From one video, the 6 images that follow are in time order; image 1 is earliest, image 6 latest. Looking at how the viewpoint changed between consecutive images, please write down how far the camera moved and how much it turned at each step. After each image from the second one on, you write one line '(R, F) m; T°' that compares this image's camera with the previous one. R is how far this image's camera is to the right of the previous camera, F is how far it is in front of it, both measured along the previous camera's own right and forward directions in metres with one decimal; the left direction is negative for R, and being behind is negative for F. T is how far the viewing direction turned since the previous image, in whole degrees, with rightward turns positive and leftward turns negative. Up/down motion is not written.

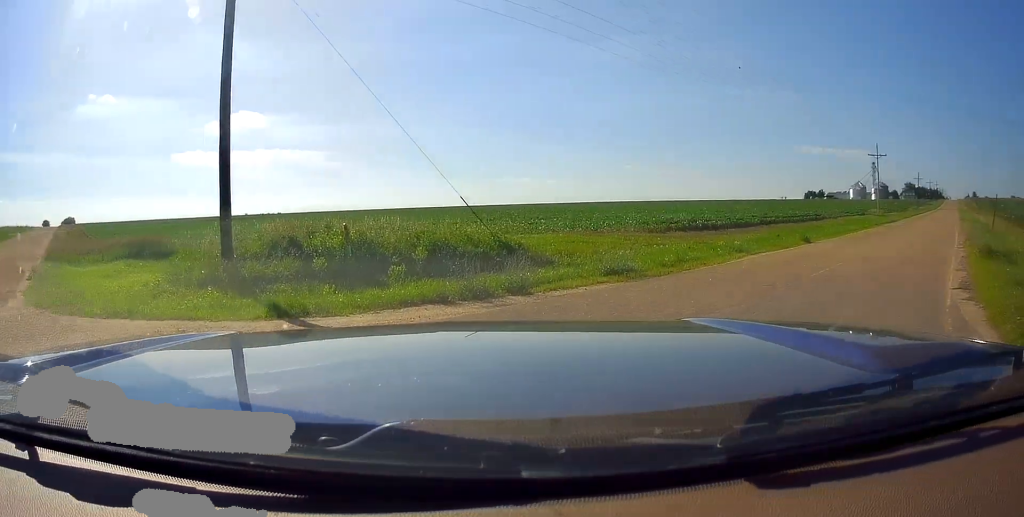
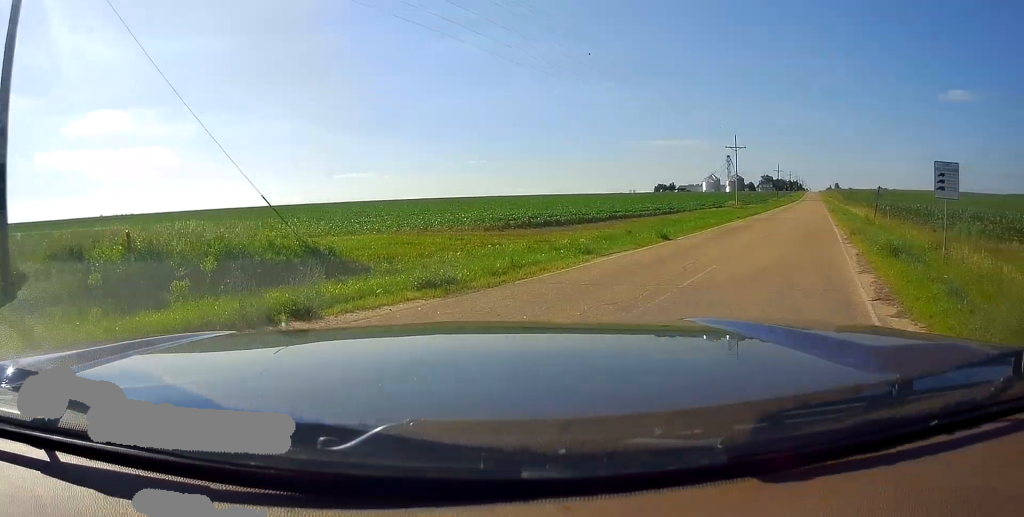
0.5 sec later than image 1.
(+0.2, +1.3) m; +3°
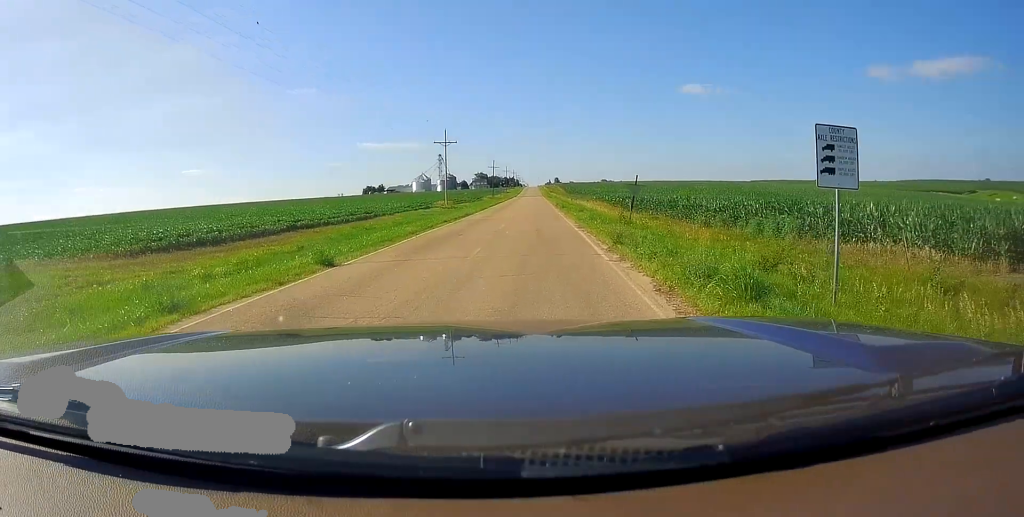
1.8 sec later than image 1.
(+0.4, +4.5) m; +21°
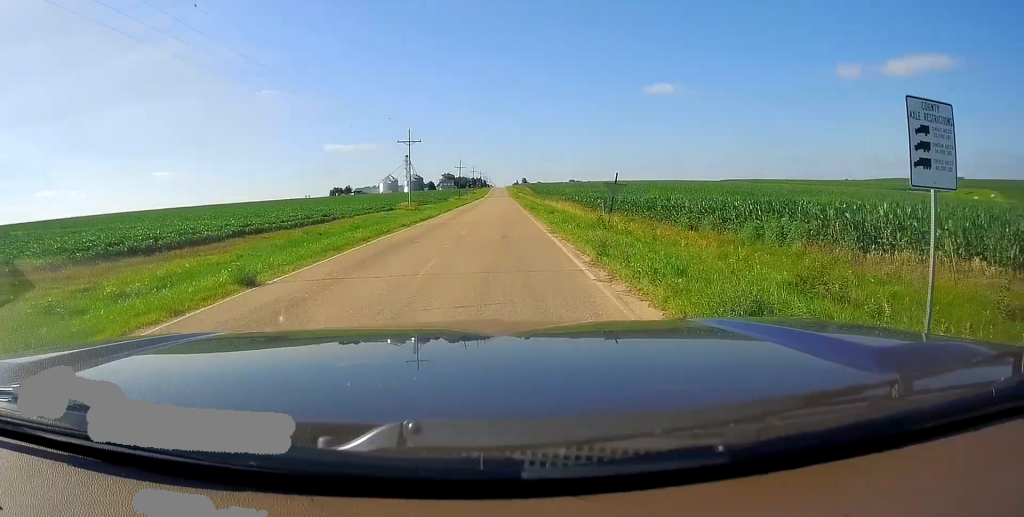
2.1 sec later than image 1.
(+0.4, +1.9) m; +6°
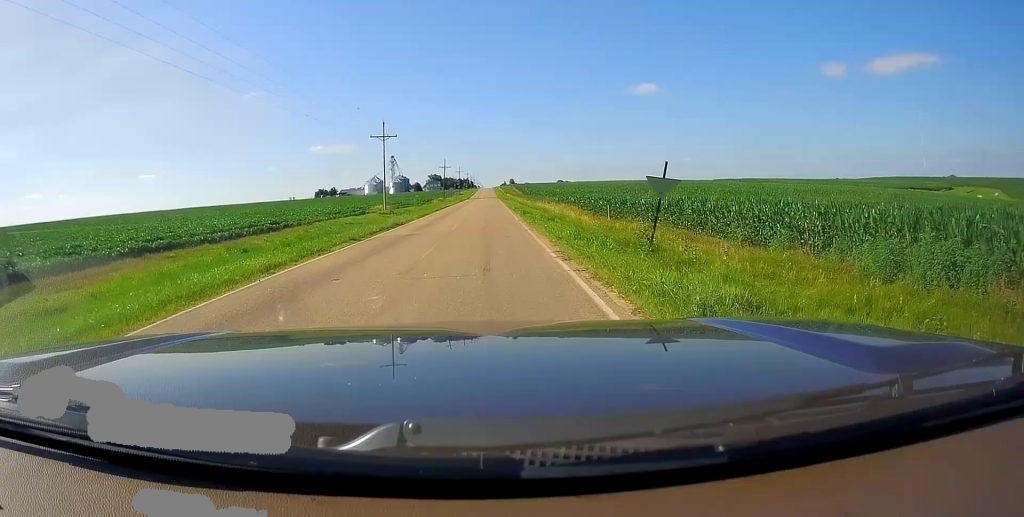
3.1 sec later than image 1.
(+0.5, +5.8) m; +5°
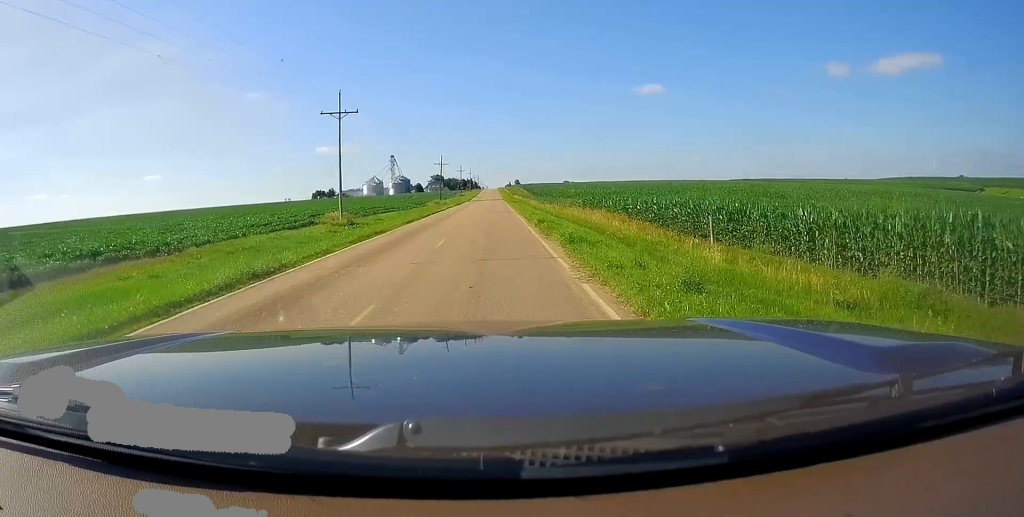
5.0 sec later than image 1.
(+0.4, +15.9) m; +2°
